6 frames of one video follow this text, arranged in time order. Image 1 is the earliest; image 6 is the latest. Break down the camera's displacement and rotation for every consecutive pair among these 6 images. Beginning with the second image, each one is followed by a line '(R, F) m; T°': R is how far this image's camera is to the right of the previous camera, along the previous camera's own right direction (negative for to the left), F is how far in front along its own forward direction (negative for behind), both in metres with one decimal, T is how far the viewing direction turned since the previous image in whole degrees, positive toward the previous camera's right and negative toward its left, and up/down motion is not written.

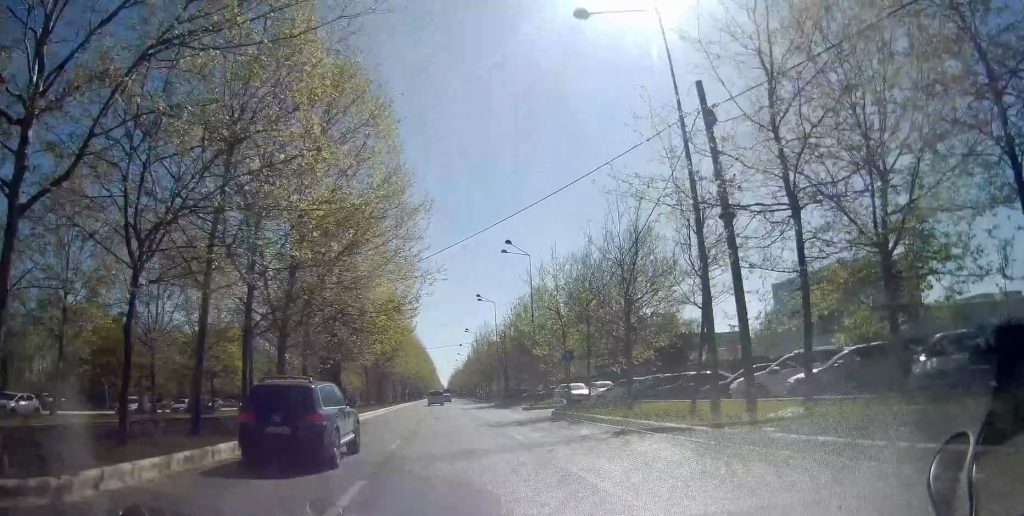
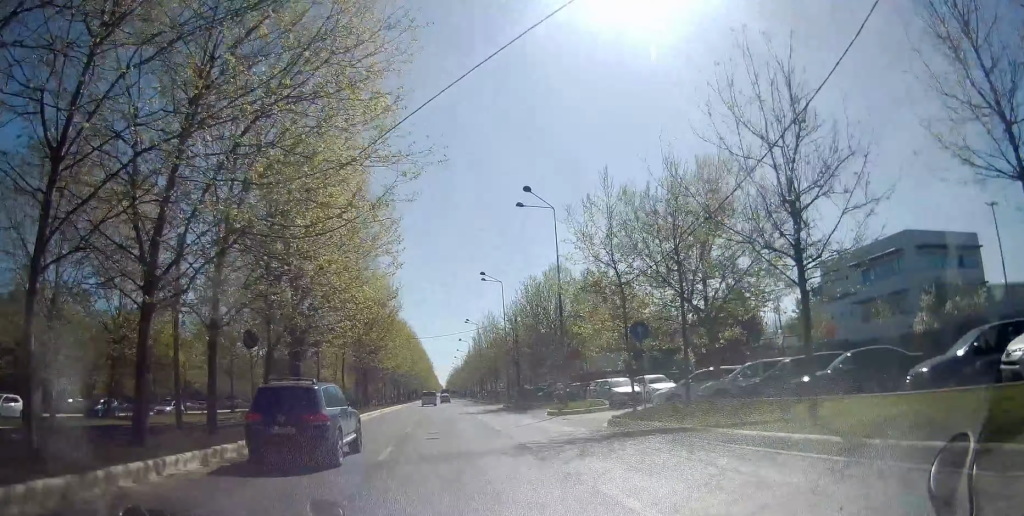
(-0.2, +11.5) m; 0°
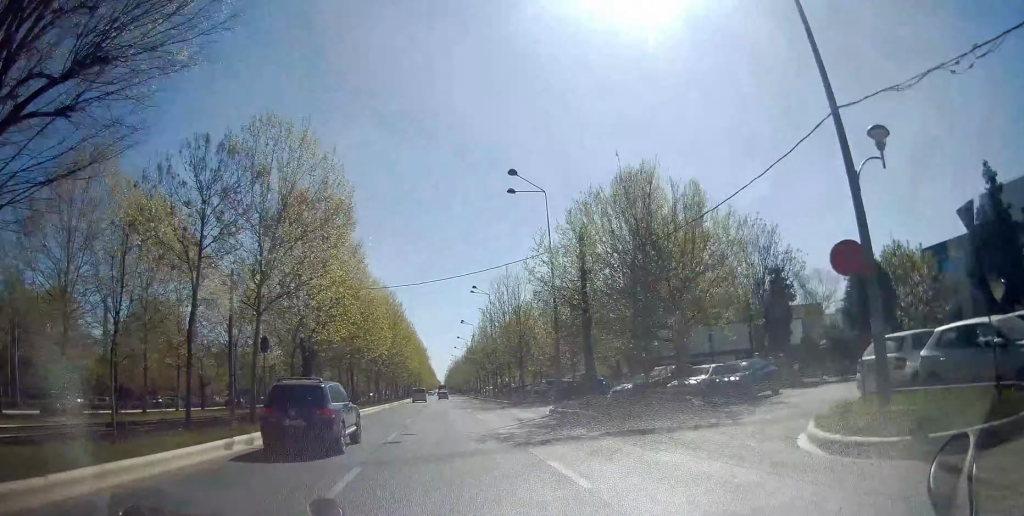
(+0.1, +25.6) m; 0°
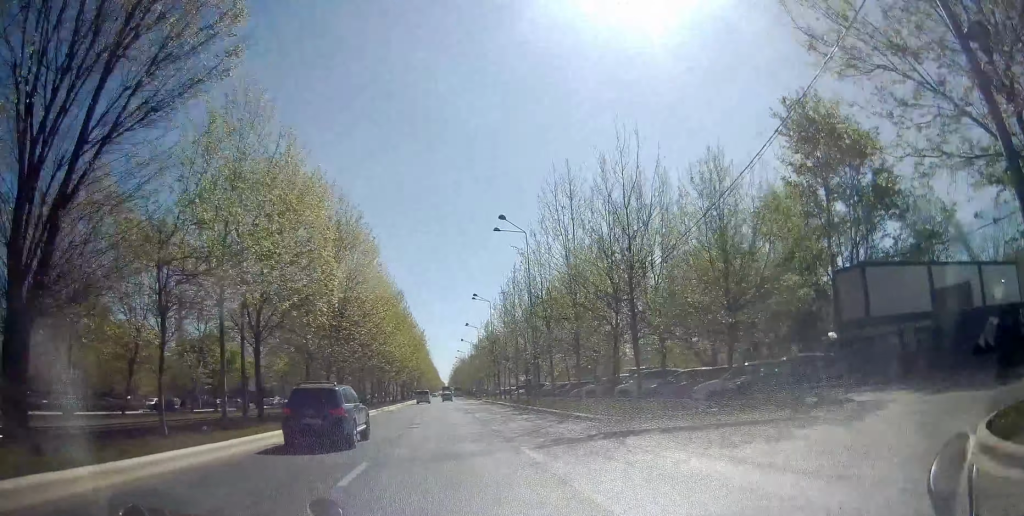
(+0.5, +26.7) m; +1°
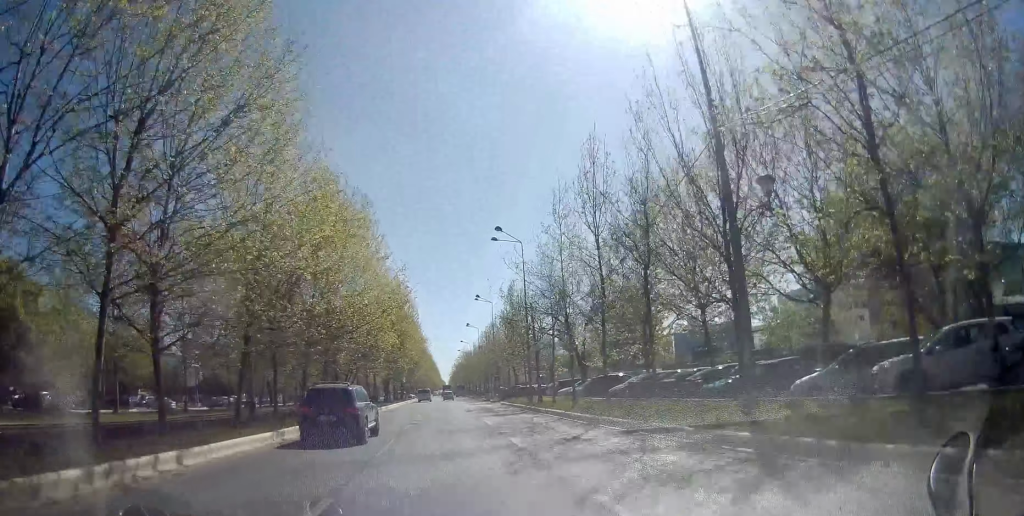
(-0.6, +27.7) m; -1°
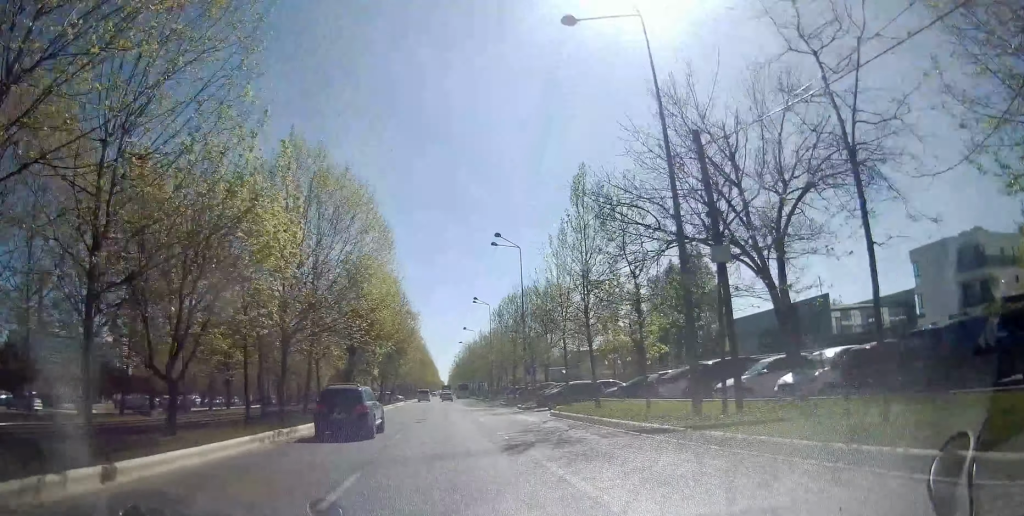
(0.0, +27.9) m; -1°
